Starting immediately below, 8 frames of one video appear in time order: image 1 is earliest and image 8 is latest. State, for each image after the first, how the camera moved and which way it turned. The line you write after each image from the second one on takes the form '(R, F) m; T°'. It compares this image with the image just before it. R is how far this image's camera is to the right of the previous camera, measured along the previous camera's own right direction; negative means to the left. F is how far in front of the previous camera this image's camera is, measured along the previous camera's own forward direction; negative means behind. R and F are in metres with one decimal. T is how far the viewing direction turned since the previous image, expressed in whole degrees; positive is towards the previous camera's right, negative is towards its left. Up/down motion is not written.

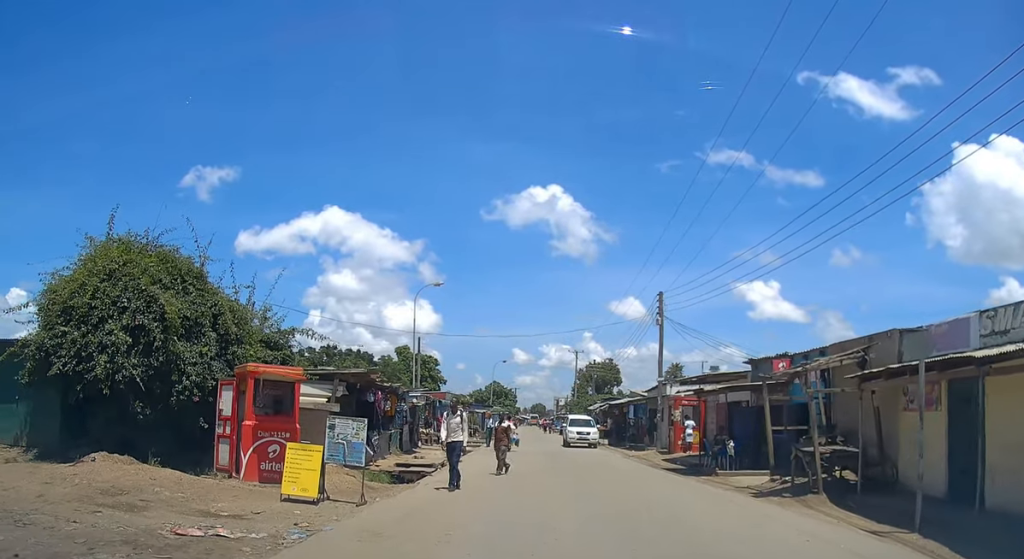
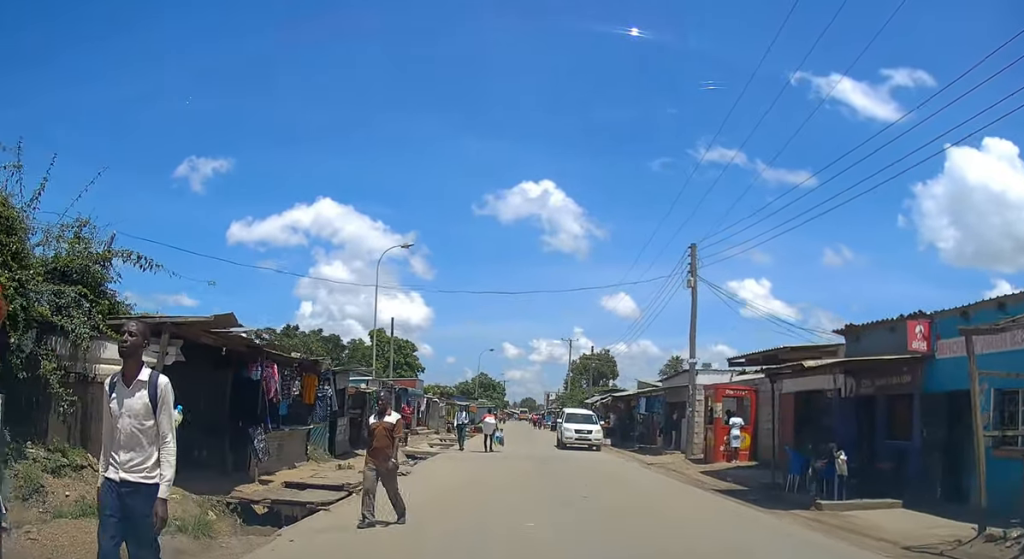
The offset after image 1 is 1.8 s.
(-0.1, +8.1) m; 0°
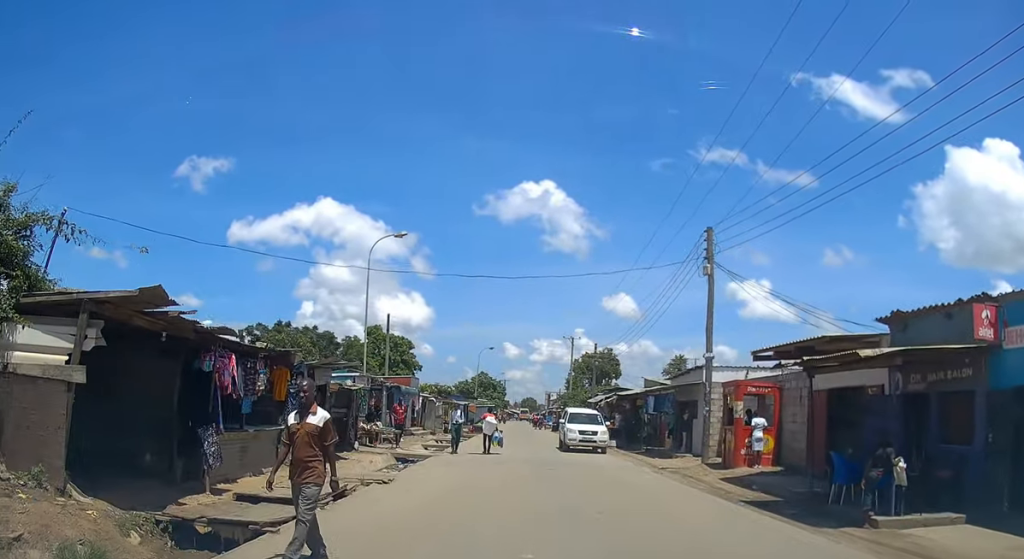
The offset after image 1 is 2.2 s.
(0.0, +2.1) m; 0°
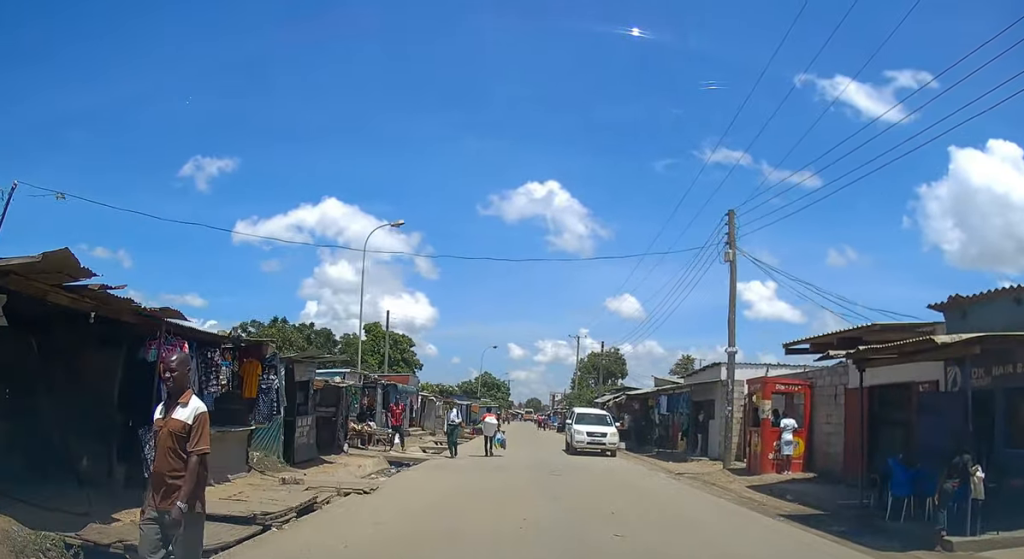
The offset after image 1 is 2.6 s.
(0.0, +1.9) m; -1°
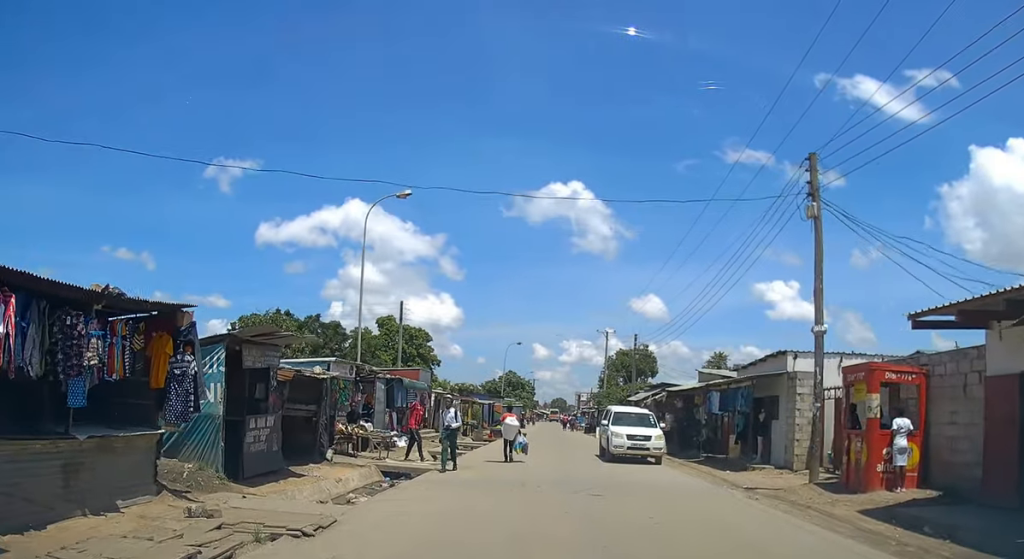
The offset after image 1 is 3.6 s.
(-0.1, +4.3) m; -2°
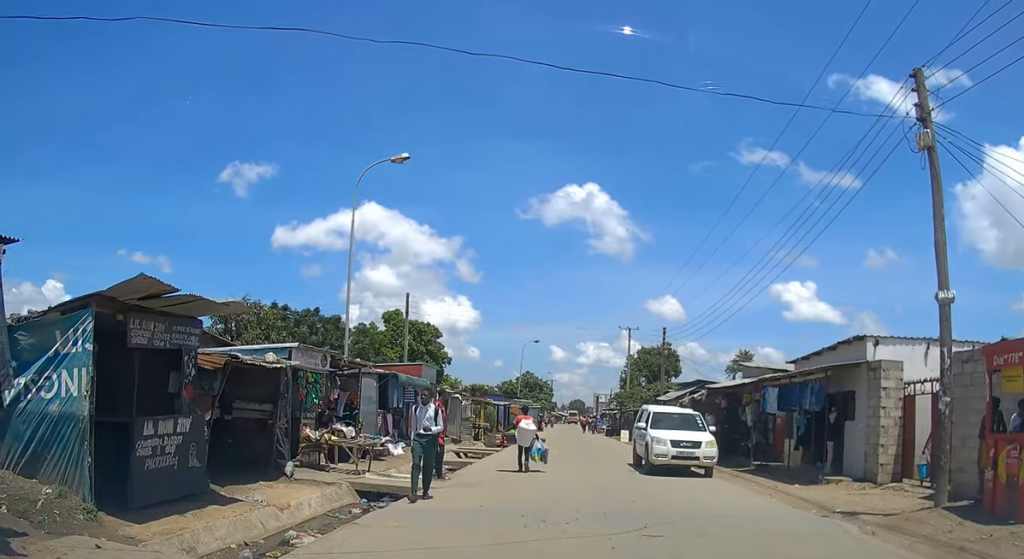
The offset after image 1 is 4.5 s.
(-0.1, +4.0) m; -1°
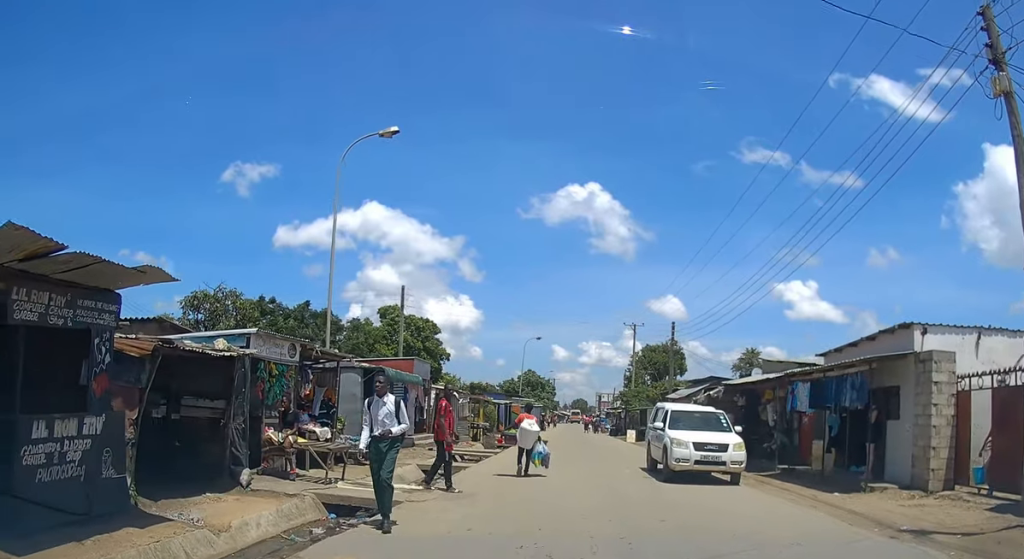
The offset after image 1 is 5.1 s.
(0.0, +2.2) m; 0°
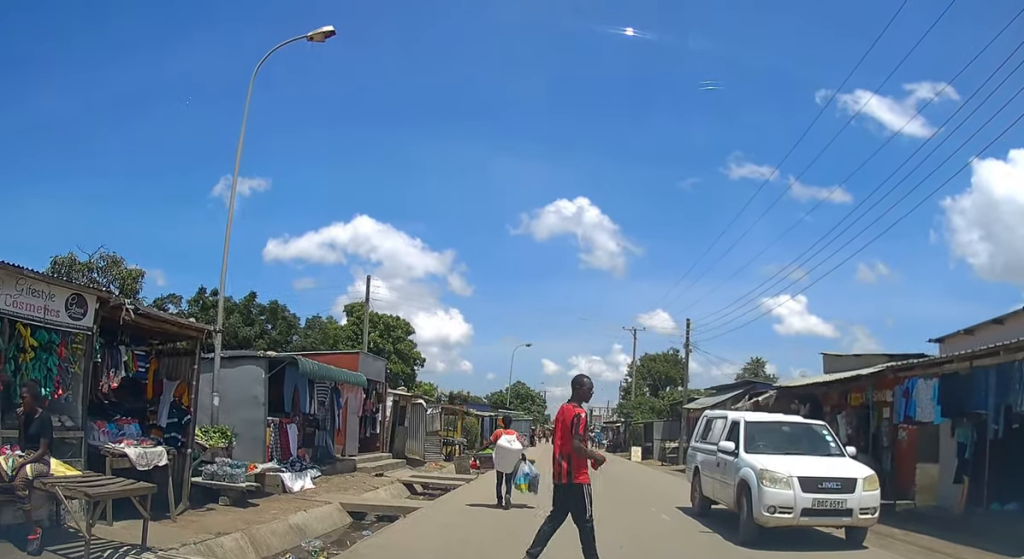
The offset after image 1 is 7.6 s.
(0.0, +7.4) m; 0°
